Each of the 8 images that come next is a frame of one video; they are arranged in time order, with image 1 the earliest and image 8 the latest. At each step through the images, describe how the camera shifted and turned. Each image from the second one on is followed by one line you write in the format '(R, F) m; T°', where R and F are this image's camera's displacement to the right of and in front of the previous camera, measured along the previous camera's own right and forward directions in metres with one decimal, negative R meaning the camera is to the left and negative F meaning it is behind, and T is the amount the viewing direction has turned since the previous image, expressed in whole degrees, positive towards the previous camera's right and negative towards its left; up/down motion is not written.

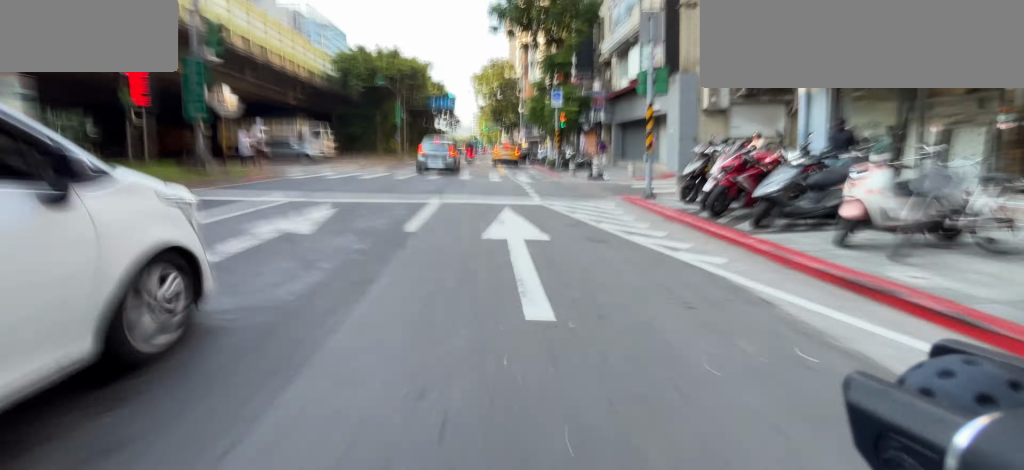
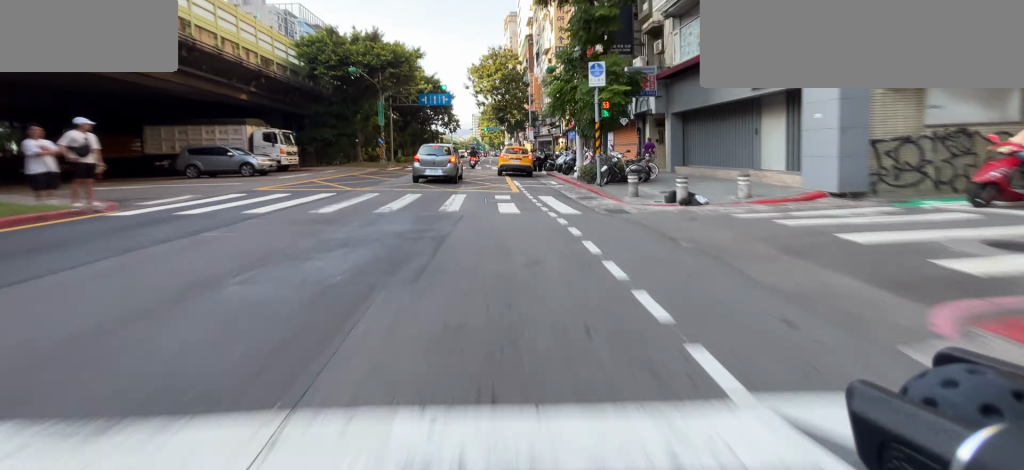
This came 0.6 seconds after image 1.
(0.0, +6.4) m; 0°
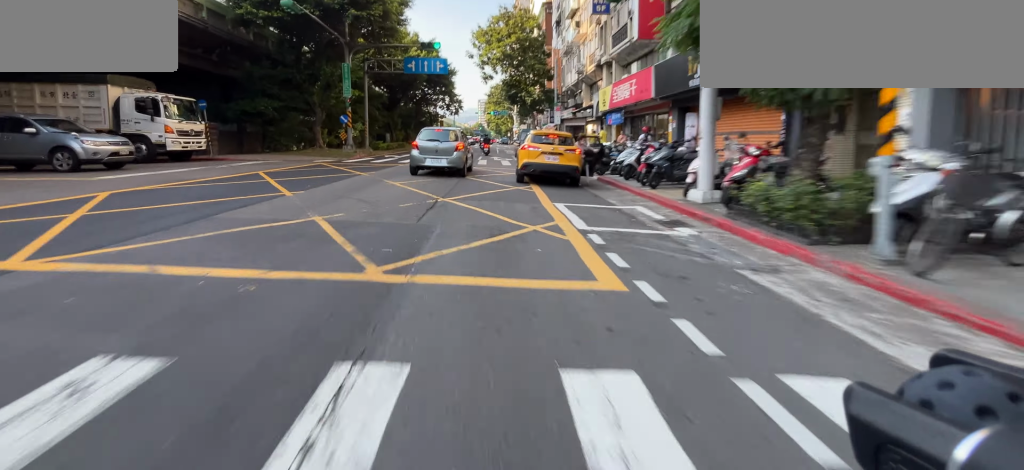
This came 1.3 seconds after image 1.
(0.0, +8.3) m; 0°
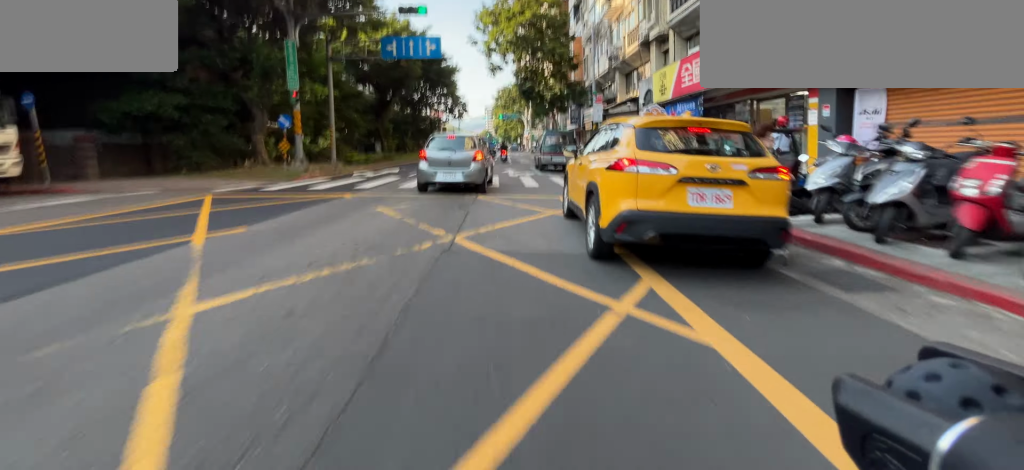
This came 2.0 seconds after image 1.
(0.0, +6.2) m; 0°
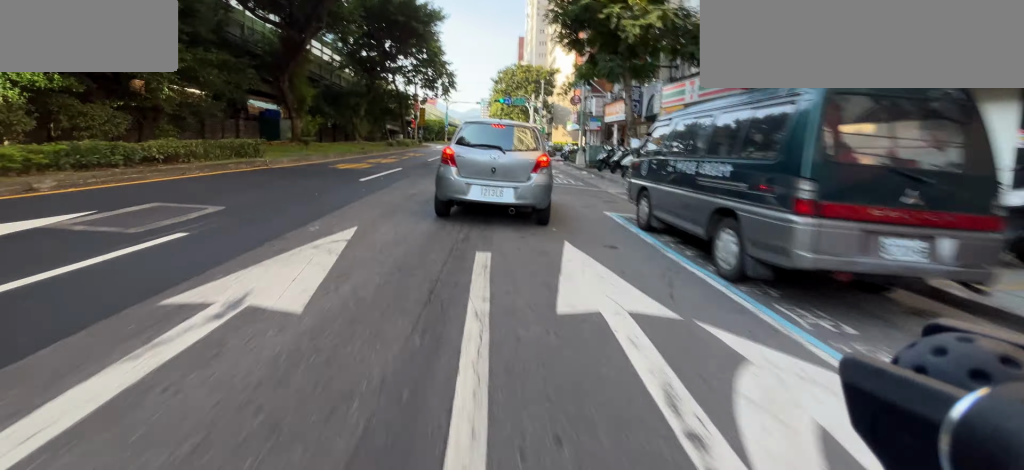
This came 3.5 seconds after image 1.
(0.0, +15.3) m; 0°
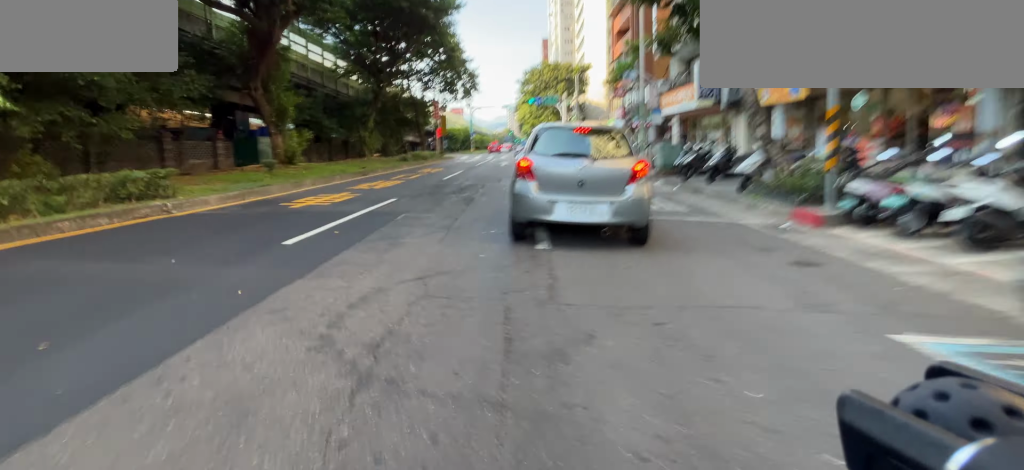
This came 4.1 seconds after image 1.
(0.0, +5.8) m; 0°
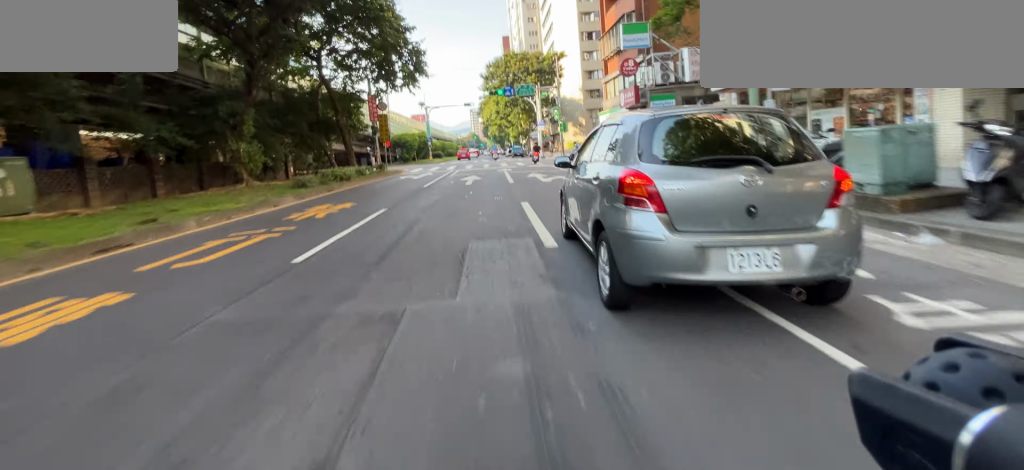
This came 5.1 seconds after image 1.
(+0.1, +11.4) m; 0°
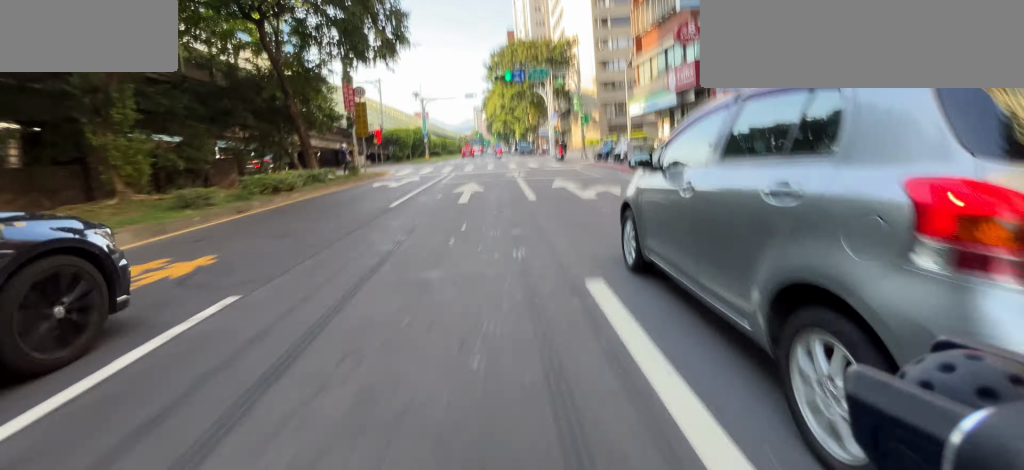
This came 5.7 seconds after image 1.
(0.0, +6.9) m; 0°
